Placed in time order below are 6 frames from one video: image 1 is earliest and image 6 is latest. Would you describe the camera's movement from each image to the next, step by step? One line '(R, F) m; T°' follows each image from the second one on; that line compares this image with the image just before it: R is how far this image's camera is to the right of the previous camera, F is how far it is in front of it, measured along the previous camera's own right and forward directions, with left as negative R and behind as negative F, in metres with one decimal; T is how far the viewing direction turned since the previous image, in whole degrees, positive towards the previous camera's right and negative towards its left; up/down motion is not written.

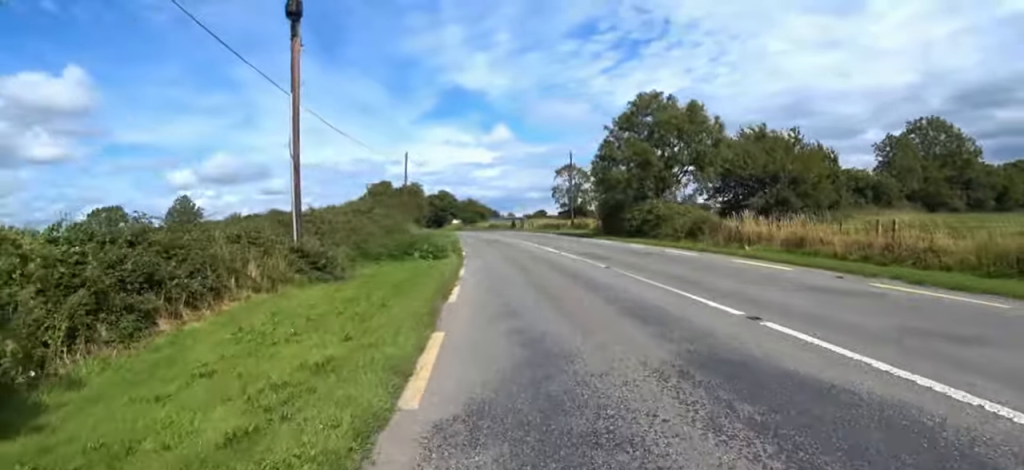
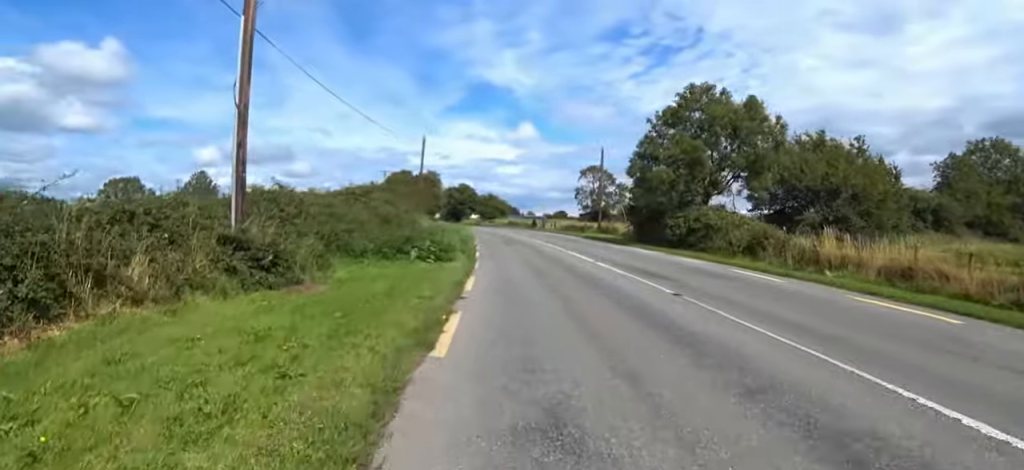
(-0.1, +3.3) m; -7°
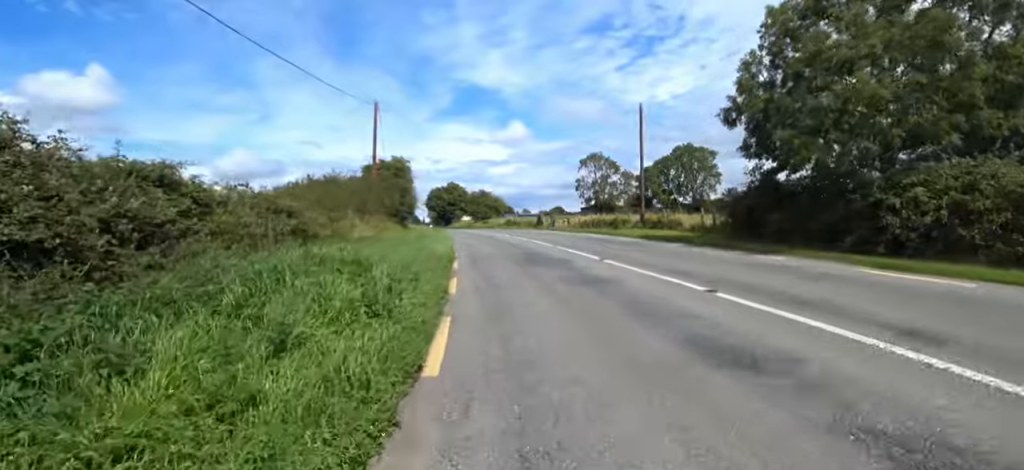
(-2.1, +13.0) m; -9°
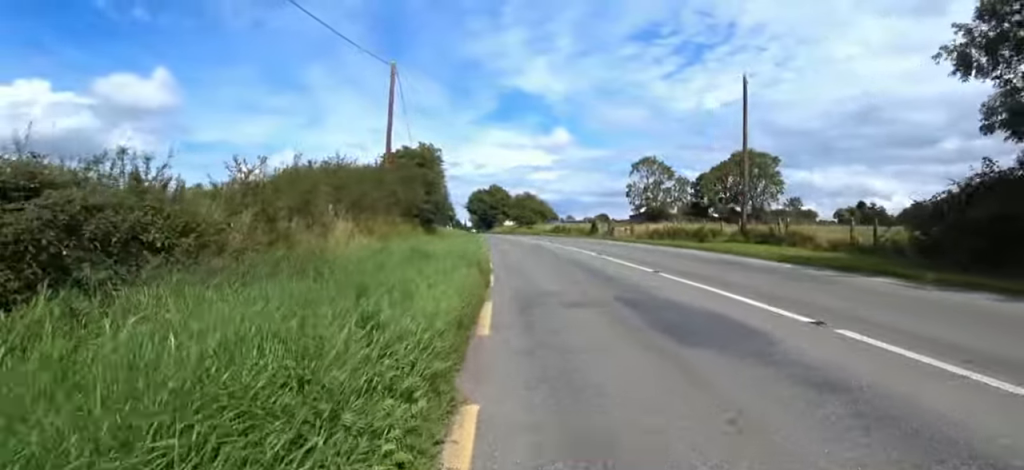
(0.0, +6.9) m; 0°
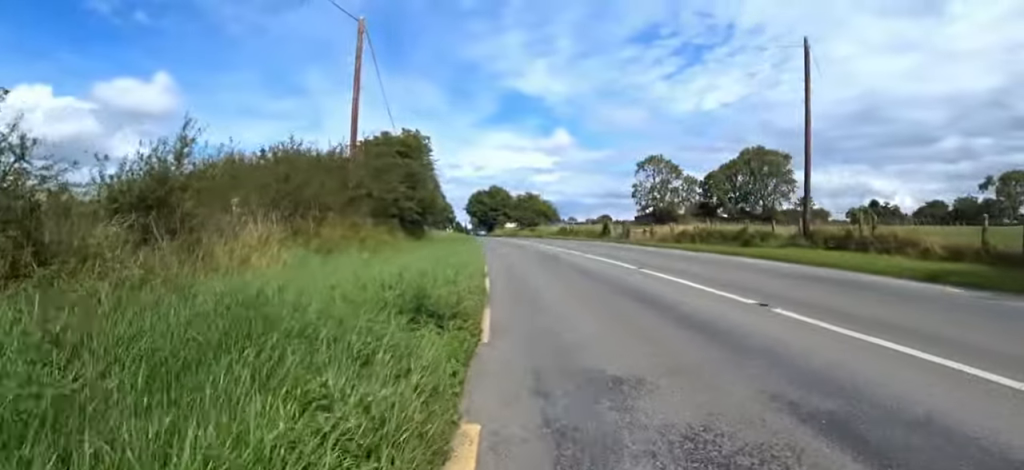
(0.0, +4.5) m; 0°
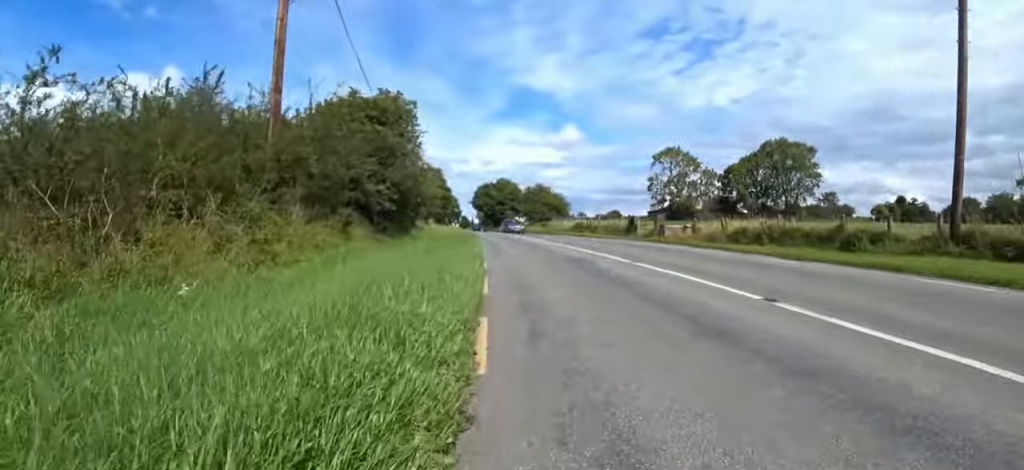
(0.0, +5.4) m; -5°
